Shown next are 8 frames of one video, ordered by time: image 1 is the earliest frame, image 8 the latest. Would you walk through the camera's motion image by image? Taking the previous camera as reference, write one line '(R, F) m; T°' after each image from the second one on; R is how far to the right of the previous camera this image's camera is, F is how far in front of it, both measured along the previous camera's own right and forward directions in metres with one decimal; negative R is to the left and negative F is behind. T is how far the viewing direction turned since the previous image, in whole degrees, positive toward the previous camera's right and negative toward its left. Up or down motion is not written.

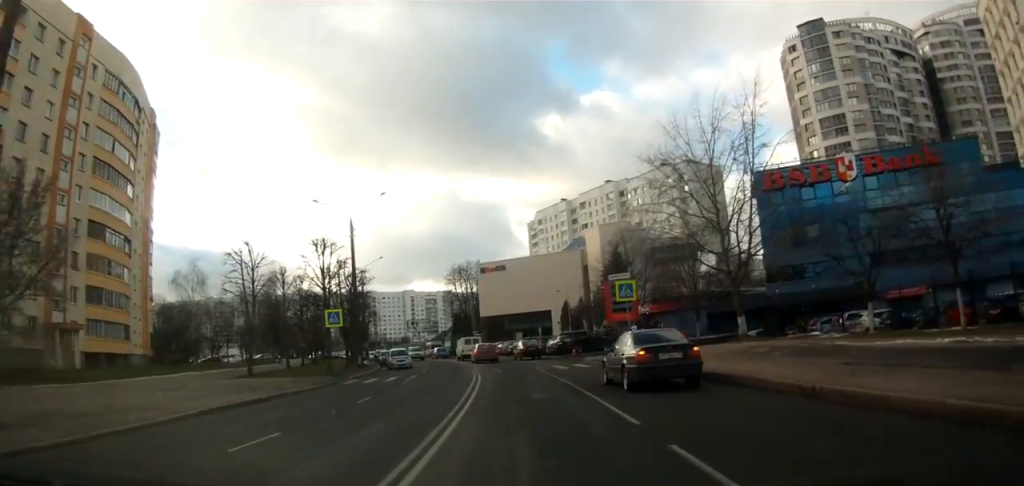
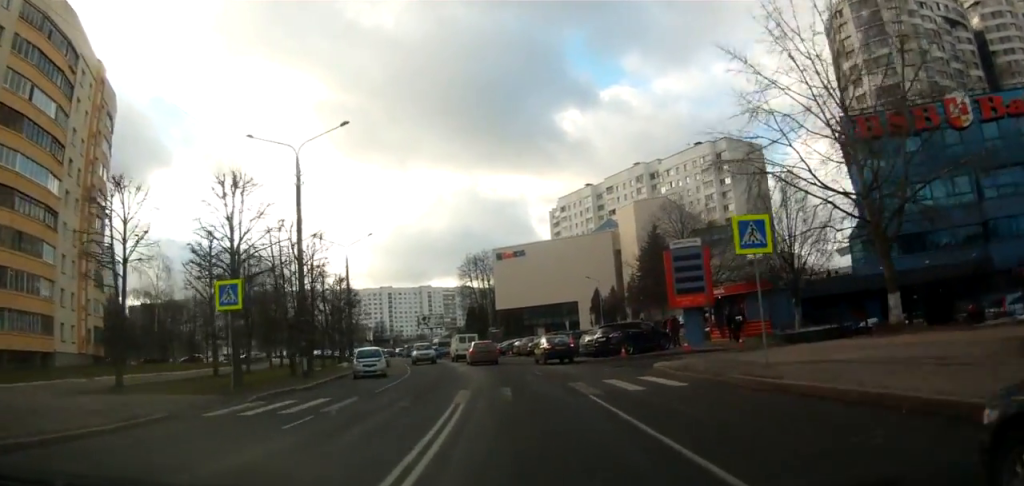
(+0.1, +14.7) m; -3°
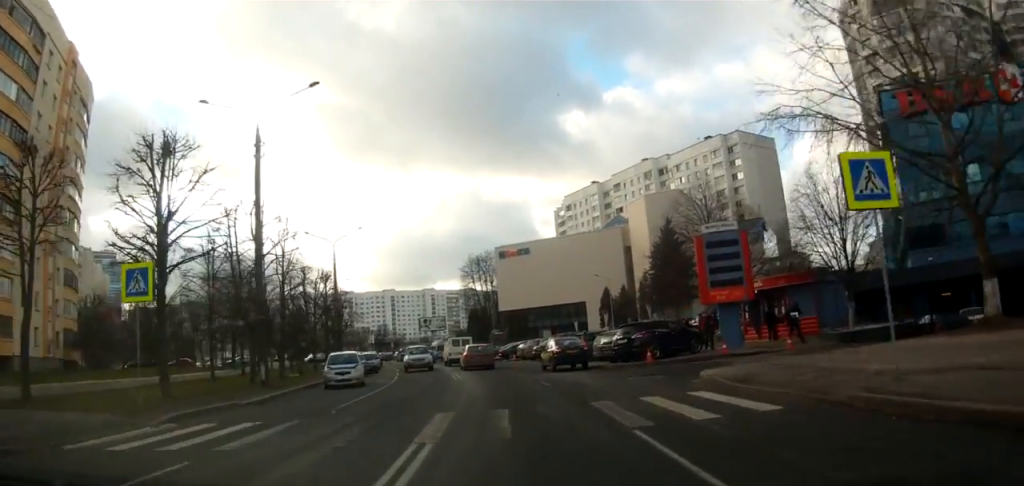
(0.0, +5.1) m; -2°
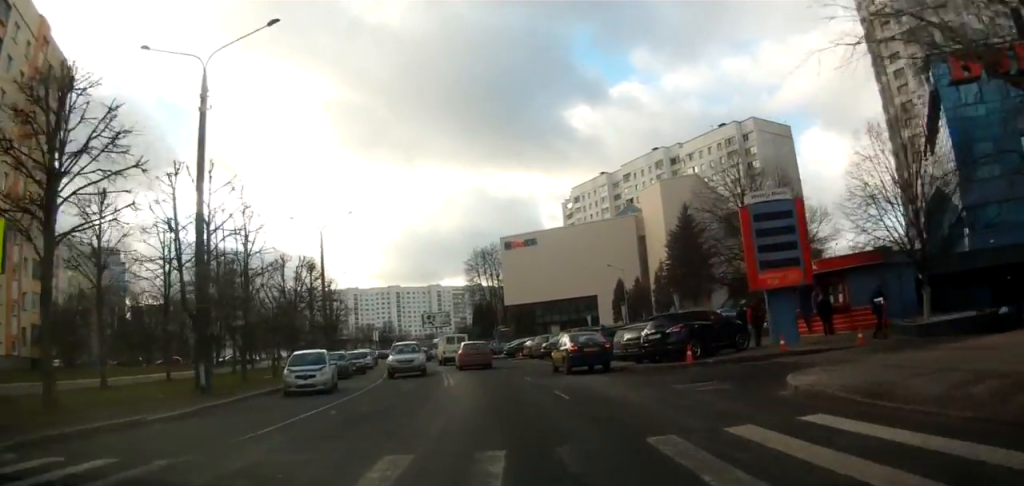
(-0.2, +5.5) m; -2°
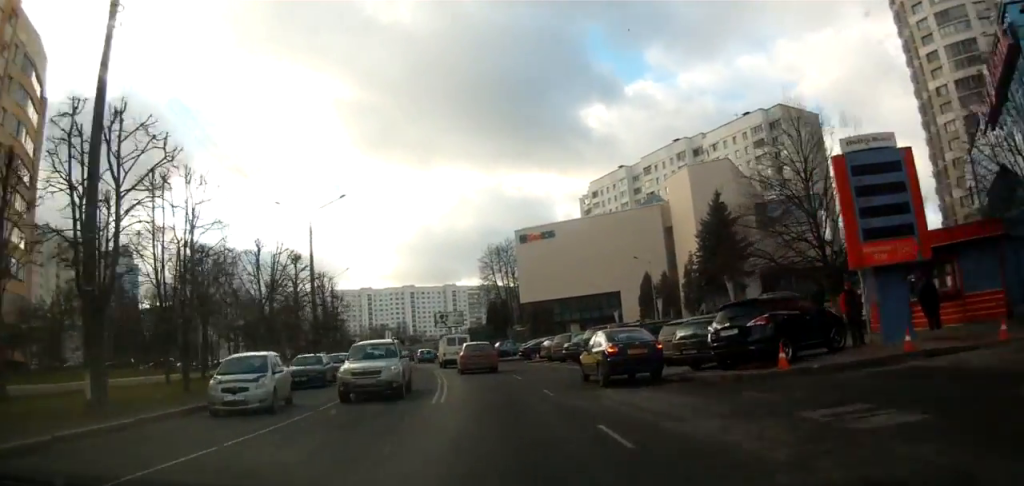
(-0.2, +6.3) m; -2°
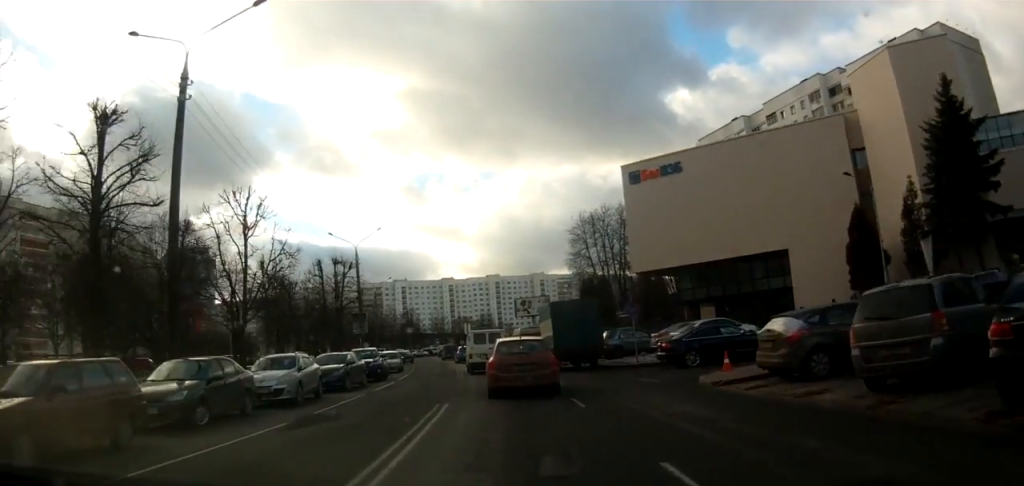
(-0.3, +26.0) m; -2°
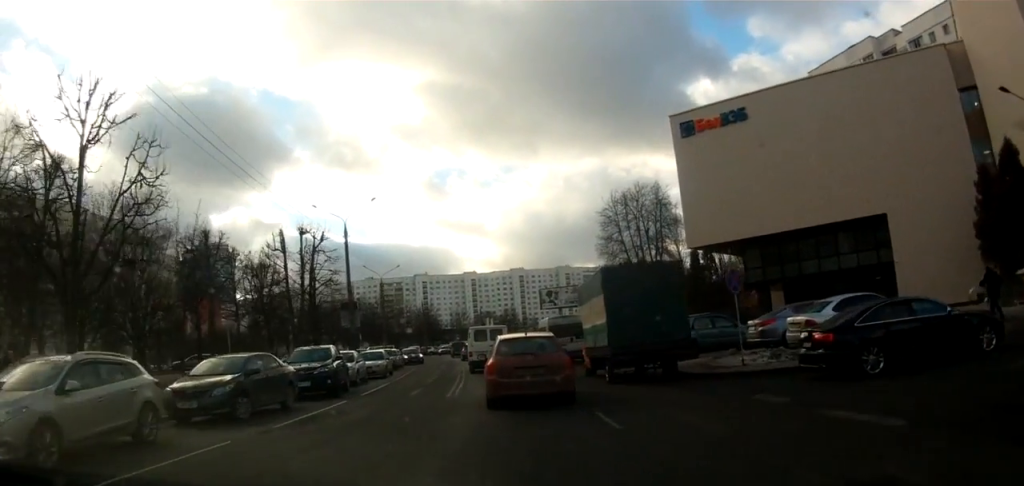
(-0.1, +11.8) m; -2°
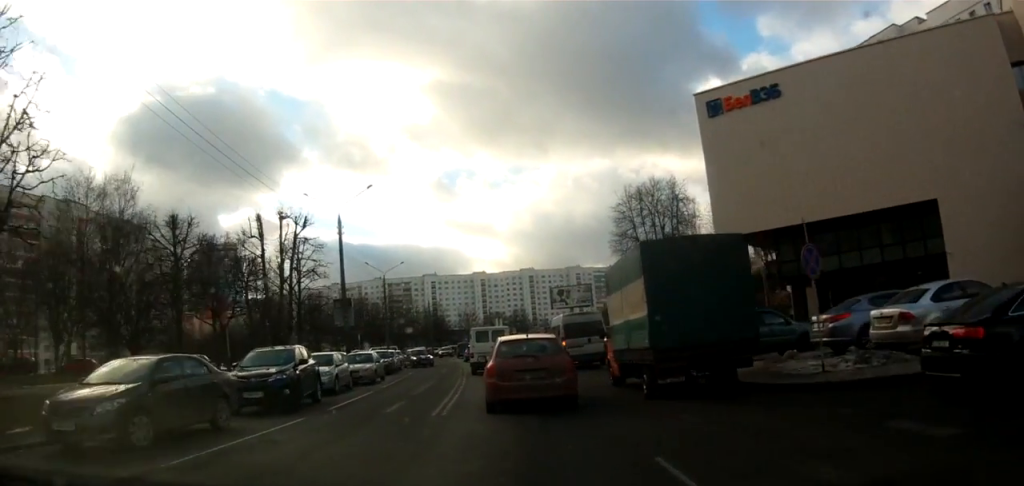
(-0.1, +4.3) m; -1°
